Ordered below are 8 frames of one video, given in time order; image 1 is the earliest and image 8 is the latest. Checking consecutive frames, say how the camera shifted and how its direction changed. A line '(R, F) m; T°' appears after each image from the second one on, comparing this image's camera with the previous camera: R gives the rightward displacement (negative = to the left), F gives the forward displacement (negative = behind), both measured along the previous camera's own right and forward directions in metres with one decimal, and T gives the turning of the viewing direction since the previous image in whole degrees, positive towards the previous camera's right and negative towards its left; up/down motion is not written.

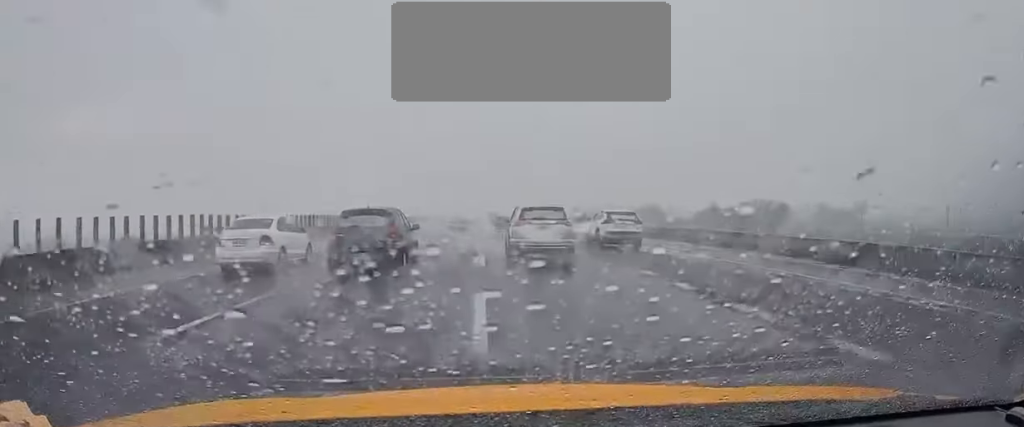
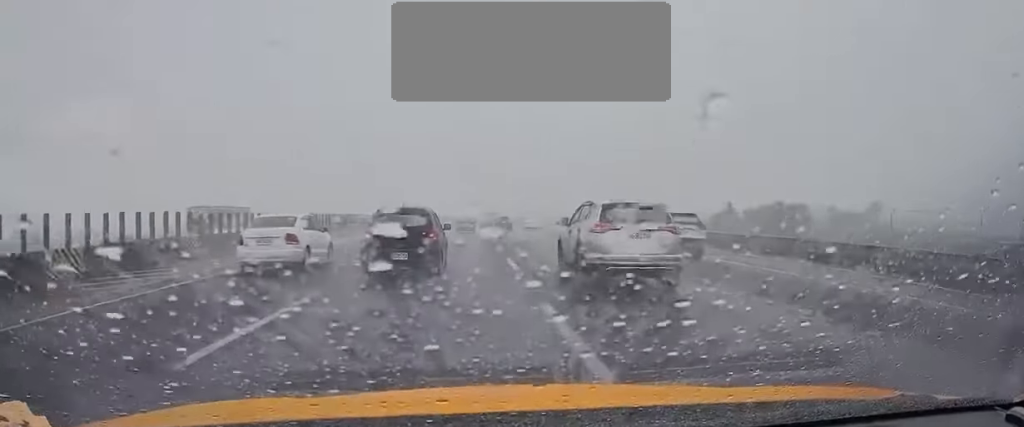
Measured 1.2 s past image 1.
(-0.2, +21.2) m; 0°
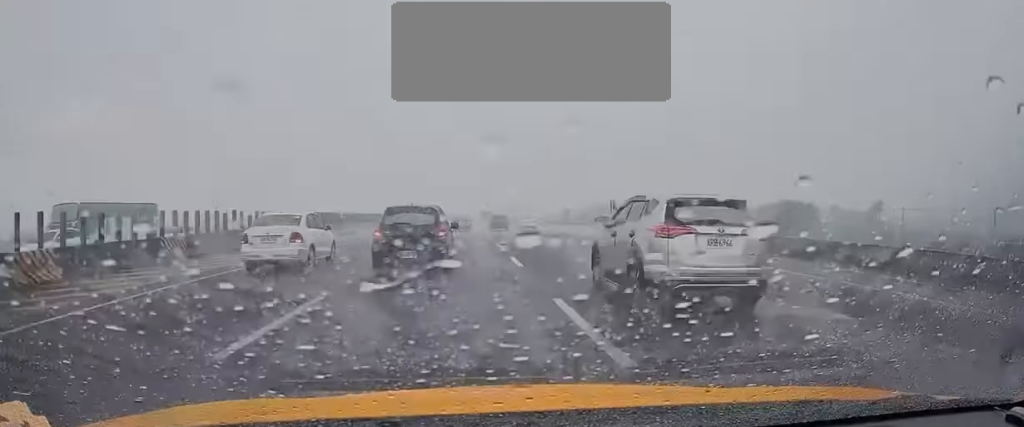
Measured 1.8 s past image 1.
(0.0, +9.6) m; 0°
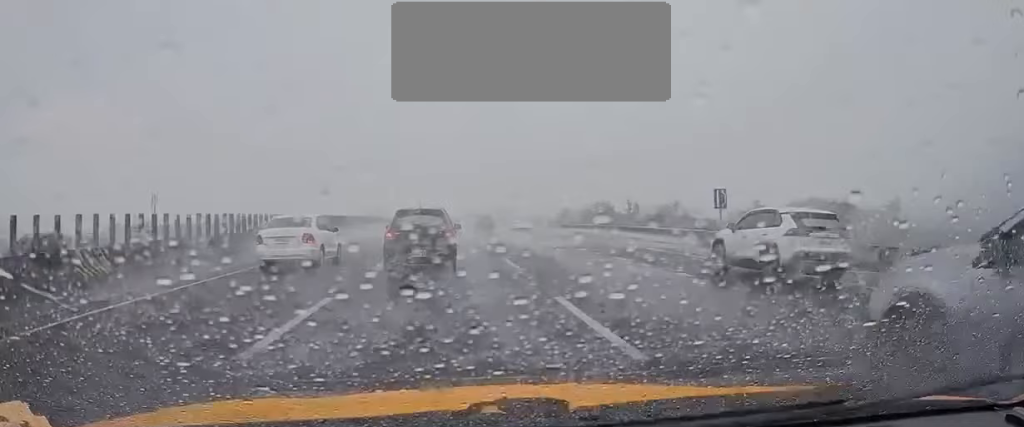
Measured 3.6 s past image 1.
(+0.1, +30.2) m; +1°
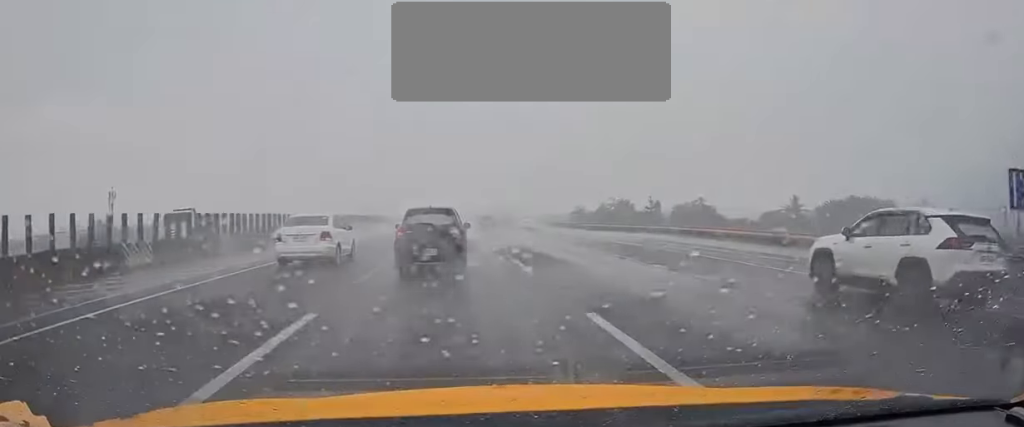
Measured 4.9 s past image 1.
(+0.3, +21.5) m; +1°
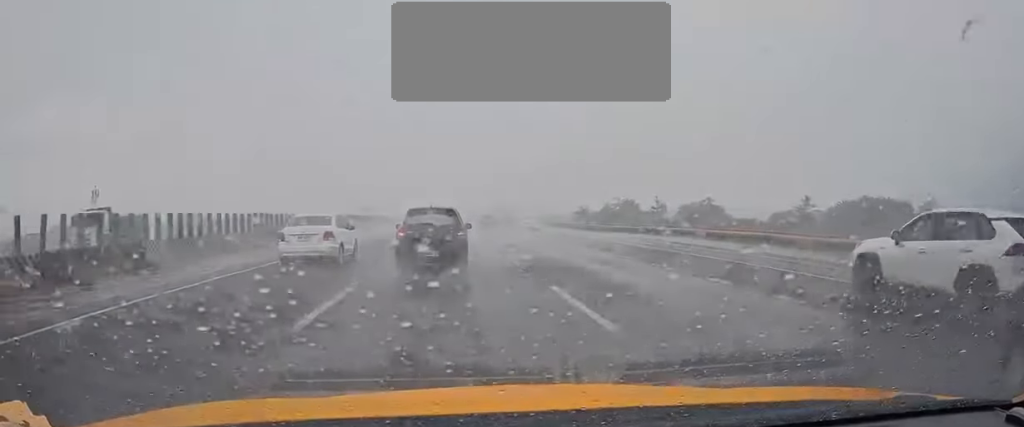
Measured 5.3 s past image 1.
(0.0, +6.6) m; 0°
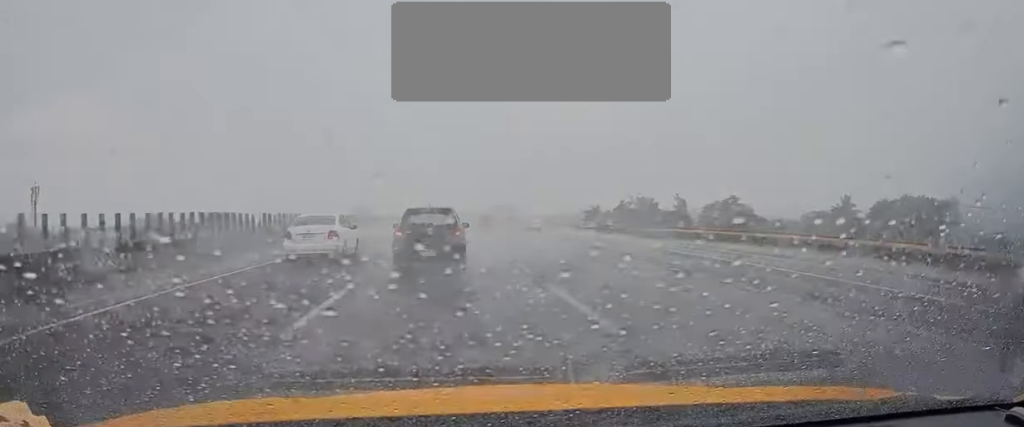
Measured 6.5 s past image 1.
(0.0, +20.0) m; 0°
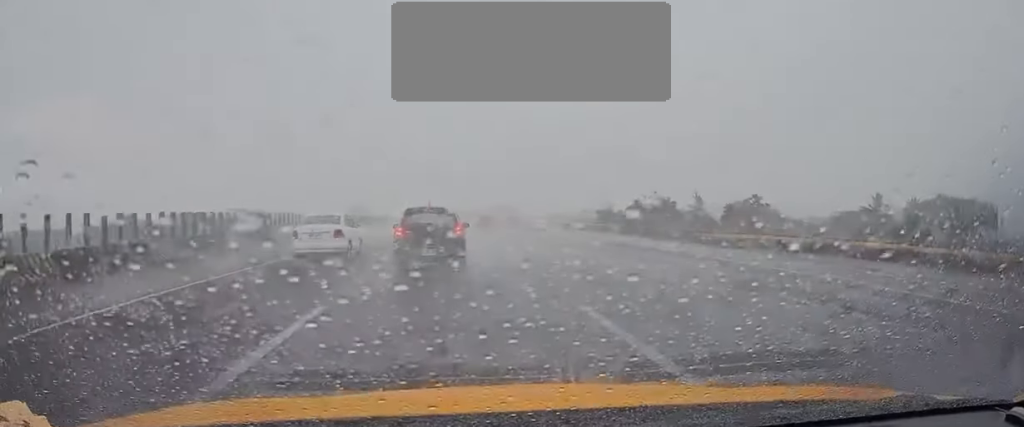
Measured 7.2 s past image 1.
(+0.1, +12.2) m; 0°
